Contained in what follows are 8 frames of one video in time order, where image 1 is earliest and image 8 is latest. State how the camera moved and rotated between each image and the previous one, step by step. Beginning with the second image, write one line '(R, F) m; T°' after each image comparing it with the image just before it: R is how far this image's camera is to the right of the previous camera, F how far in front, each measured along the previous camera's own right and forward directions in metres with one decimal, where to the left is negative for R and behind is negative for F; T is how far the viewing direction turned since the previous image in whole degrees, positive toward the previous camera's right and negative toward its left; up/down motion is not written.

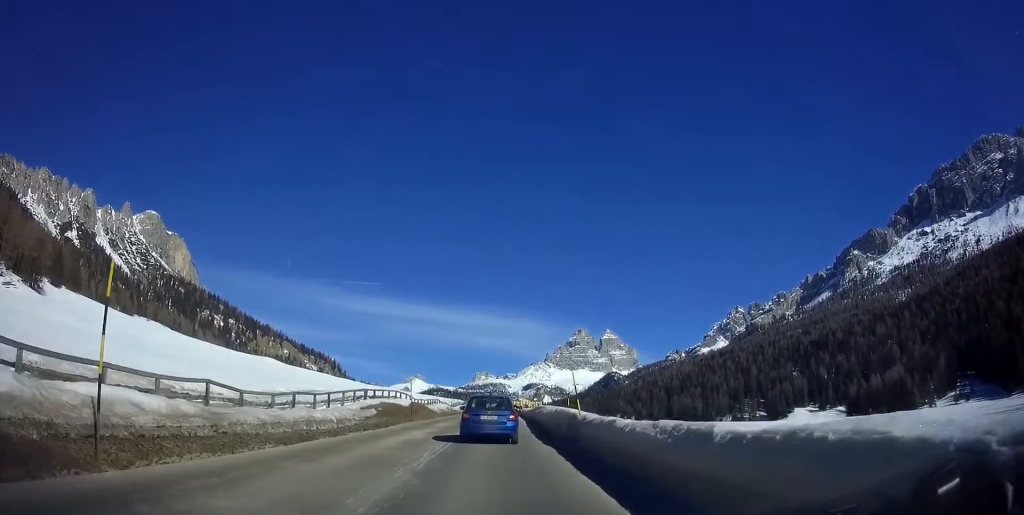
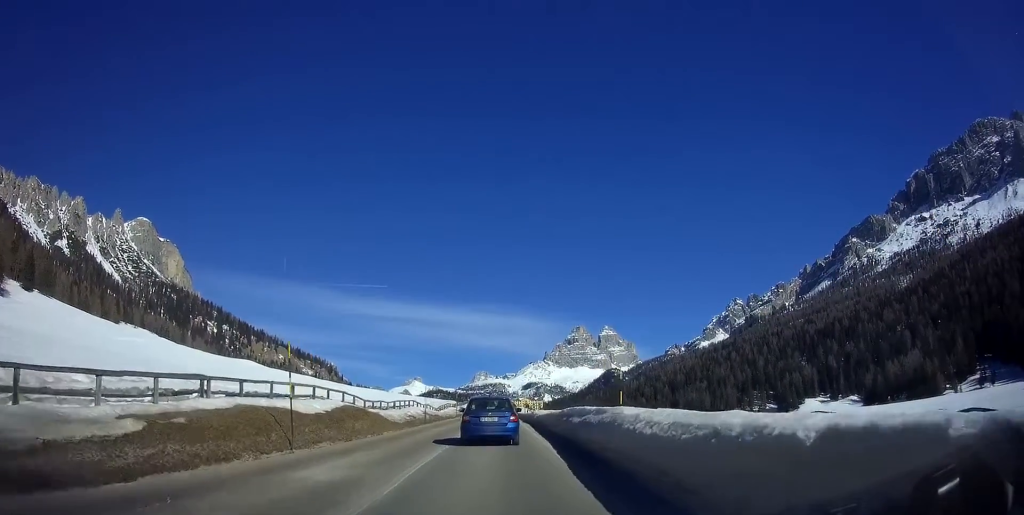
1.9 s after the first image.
(0.0, +20.3) m; 0°
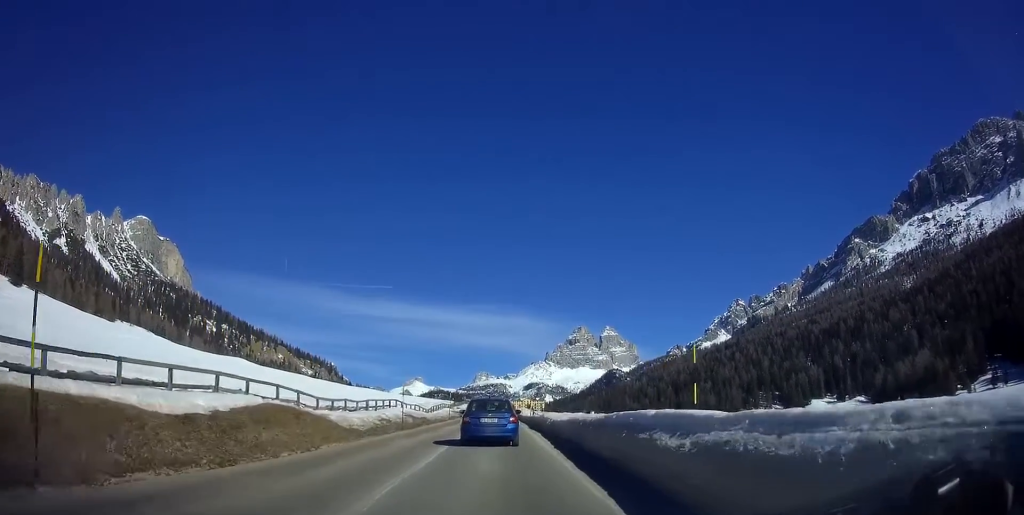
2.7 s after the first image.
(-0.1, +9.7) m; -1°
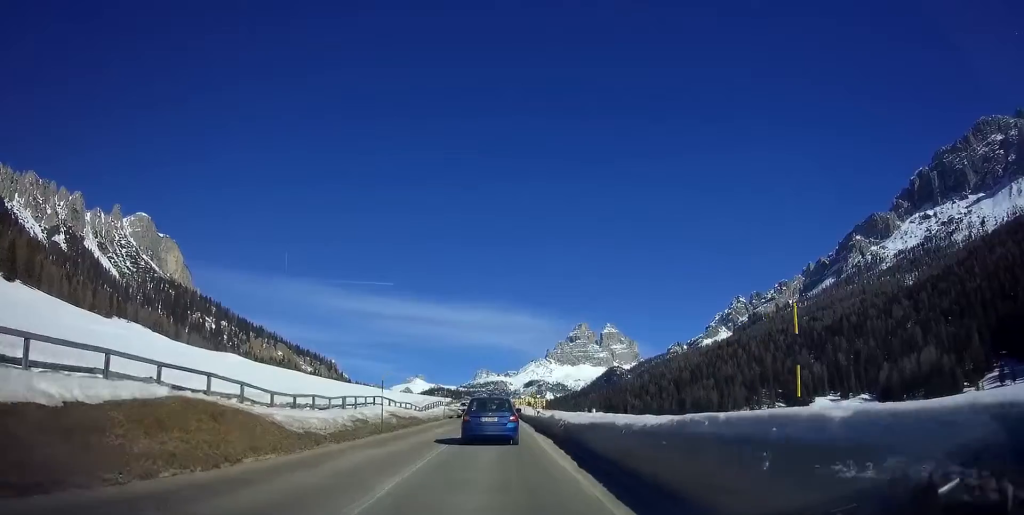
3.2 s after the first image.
(0.0, +5.7) m; 0°
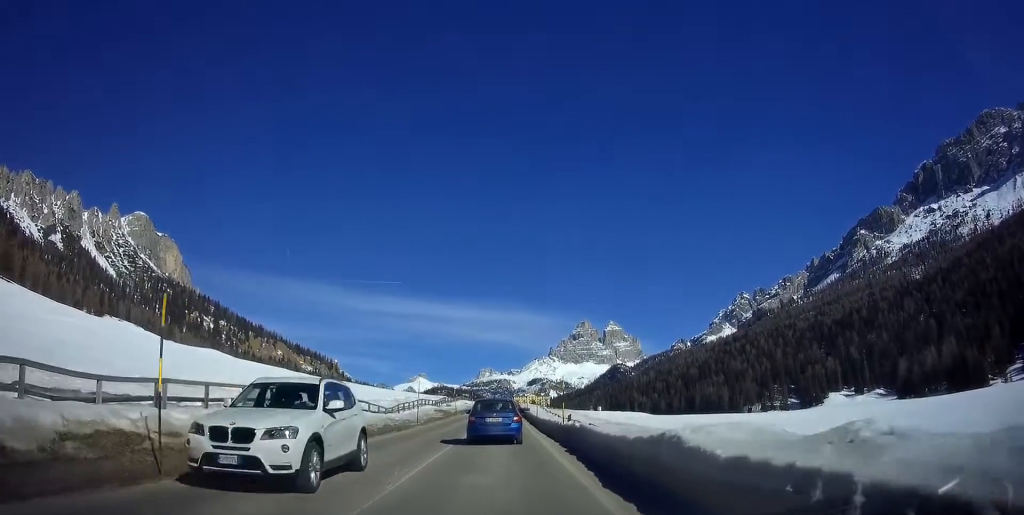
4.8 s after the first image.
(+0.1, +18.4) m; +1°
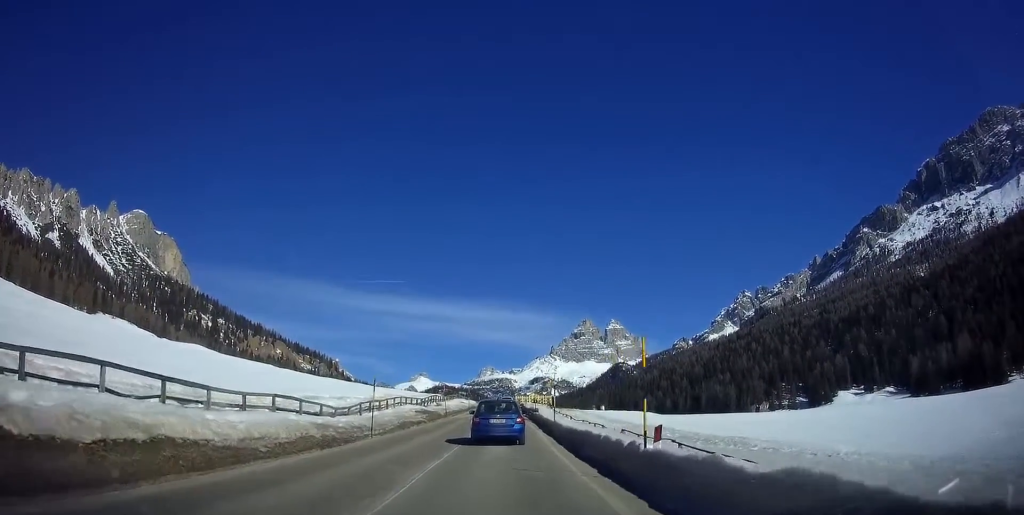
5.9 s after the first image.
(+0.1, +13.1) m; 0°
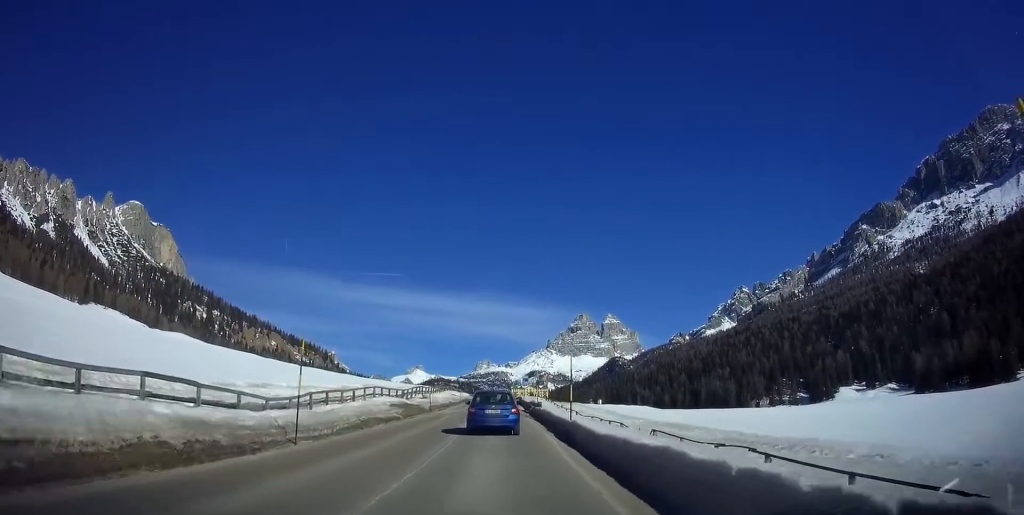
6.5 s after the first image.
(-0.2, +8.4) m; 0°
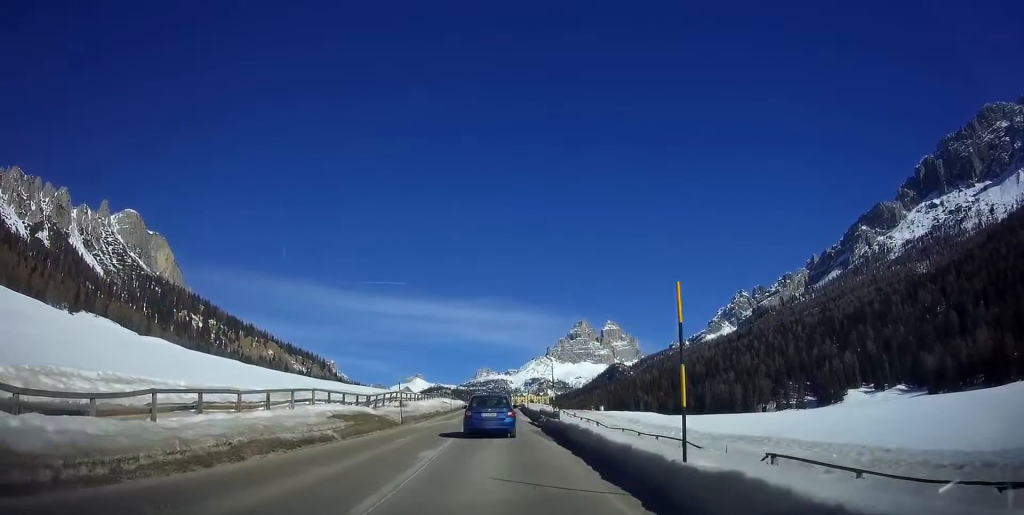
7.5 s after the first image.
(+0.1, +12.3) m; +1°
